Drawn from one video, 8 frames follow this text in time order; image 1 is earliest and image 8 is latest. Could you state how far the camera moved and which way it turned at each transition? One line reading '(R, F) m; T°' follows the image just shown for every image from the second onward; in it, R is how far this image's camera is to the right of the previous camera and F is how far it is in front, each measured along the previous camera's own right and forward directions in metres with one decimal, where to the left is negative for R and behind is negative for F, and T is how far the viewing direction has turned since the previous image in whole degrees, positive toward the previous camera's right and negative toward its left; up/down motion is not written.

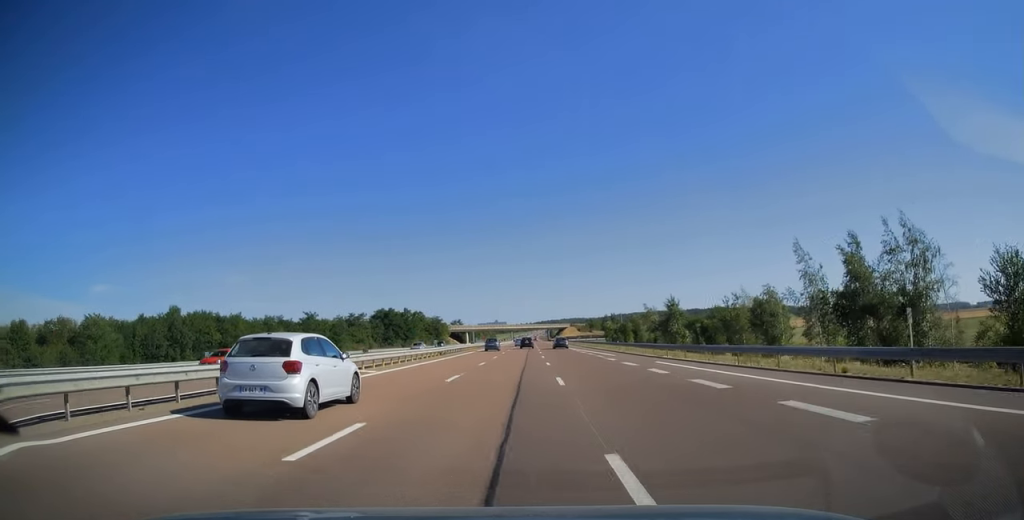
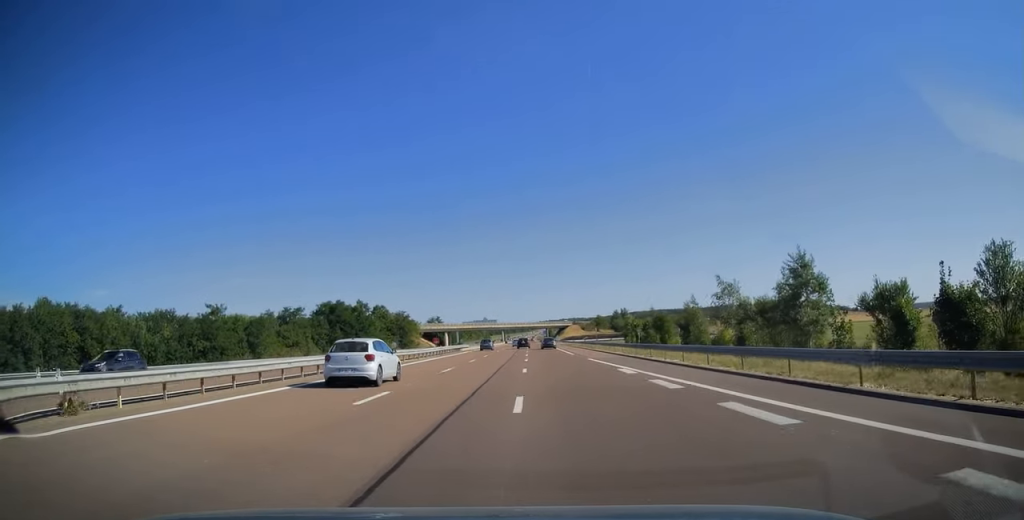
(+0.3, +45.0) m; +1°
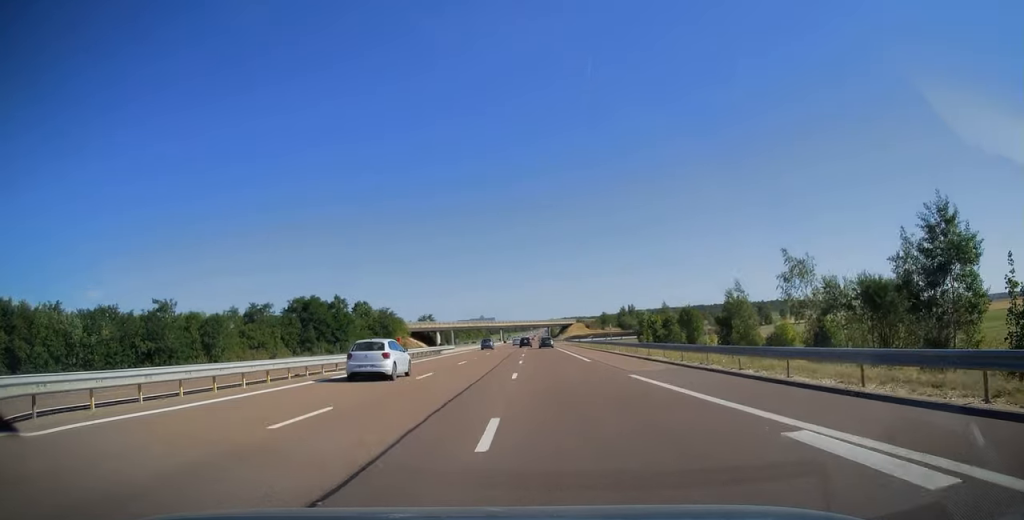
(0.0, +16.7) m; 0°
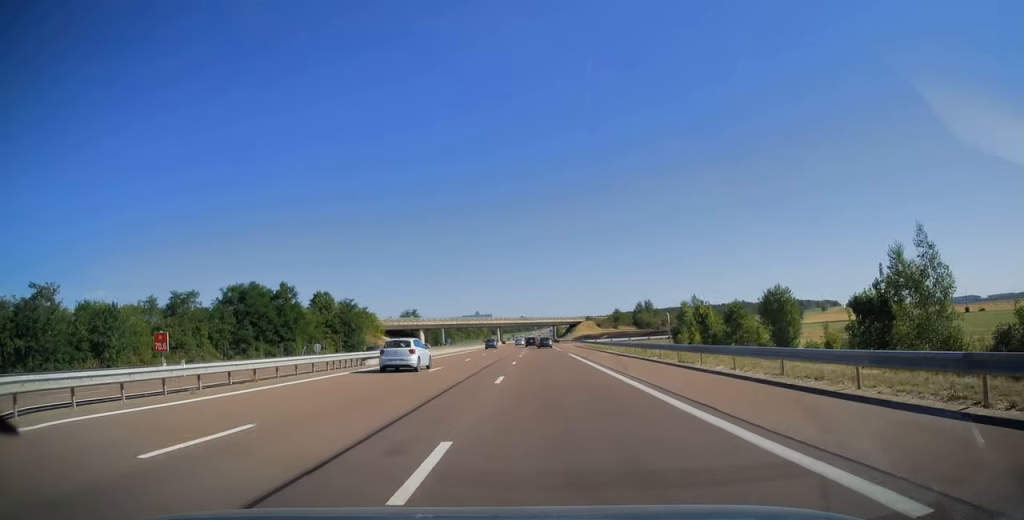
(-0.1, +28.3) m; 0°
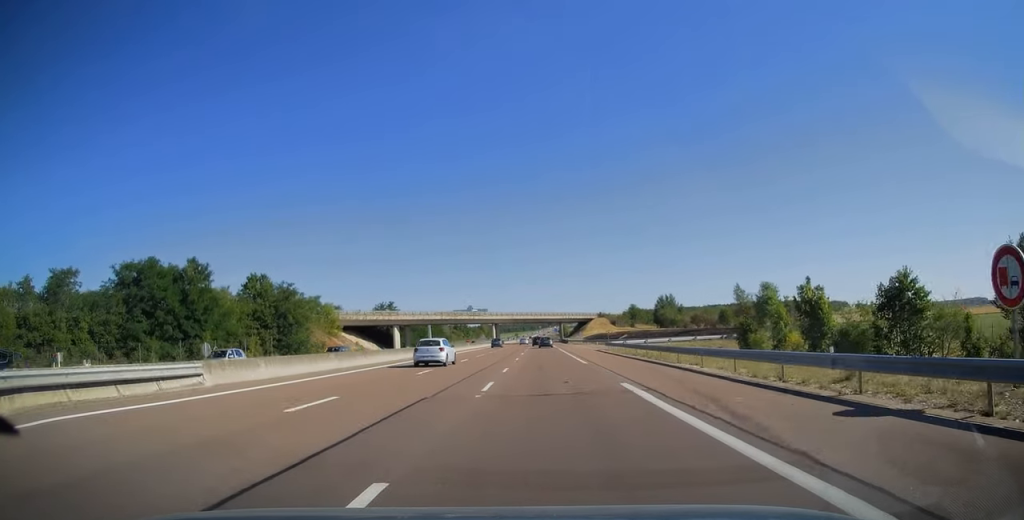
(-0.2, +28.3) m; 0°
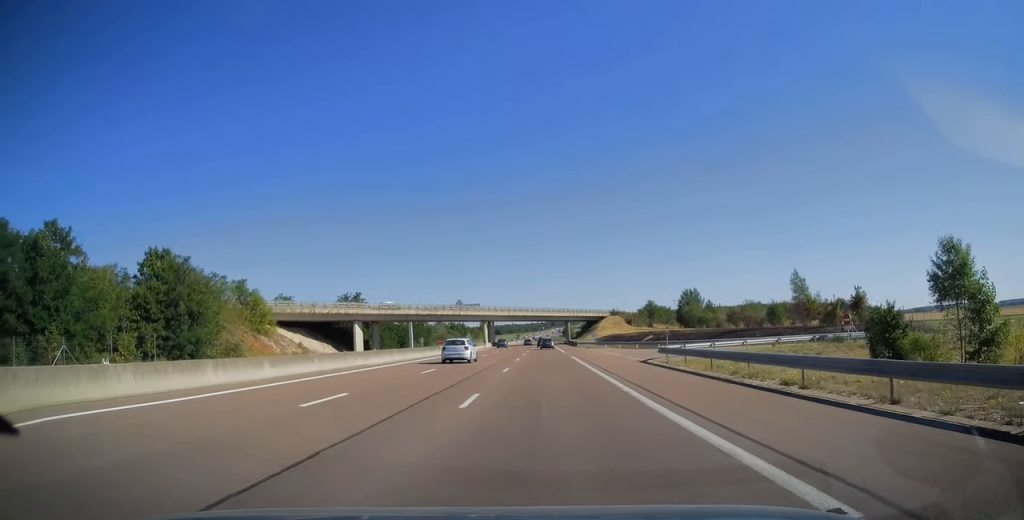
(-0.1, +25.3) m; 0°
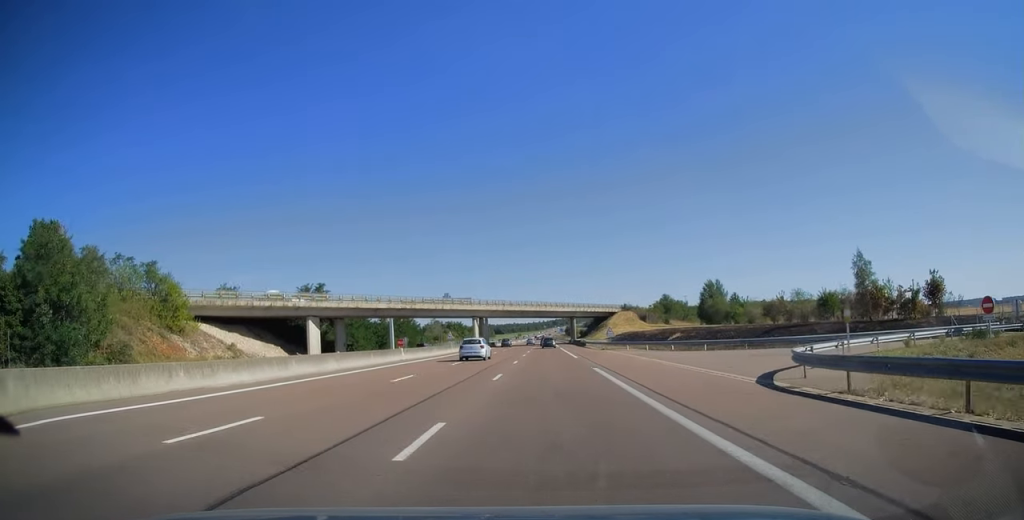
(0.0, +18.2) m; 0°
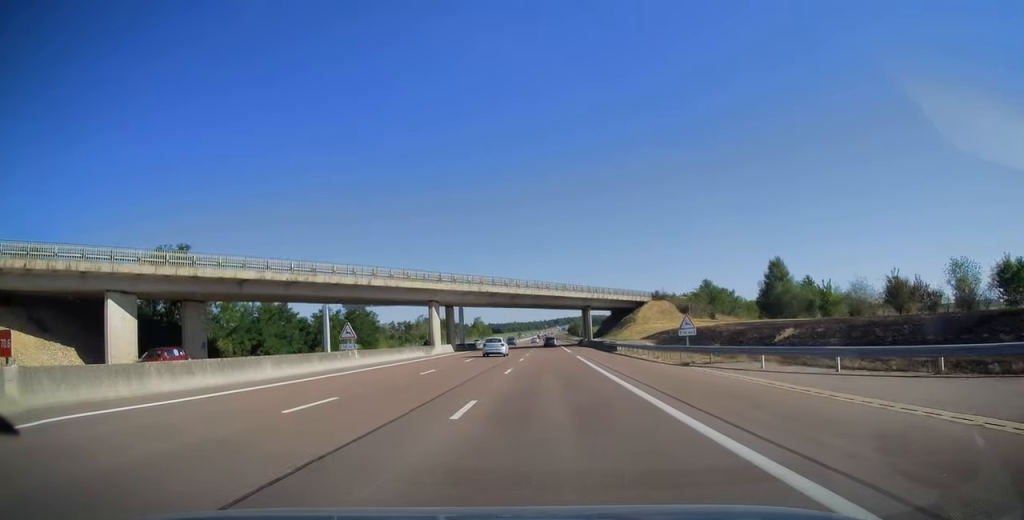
(-0.1, +35.3) m; 0°
